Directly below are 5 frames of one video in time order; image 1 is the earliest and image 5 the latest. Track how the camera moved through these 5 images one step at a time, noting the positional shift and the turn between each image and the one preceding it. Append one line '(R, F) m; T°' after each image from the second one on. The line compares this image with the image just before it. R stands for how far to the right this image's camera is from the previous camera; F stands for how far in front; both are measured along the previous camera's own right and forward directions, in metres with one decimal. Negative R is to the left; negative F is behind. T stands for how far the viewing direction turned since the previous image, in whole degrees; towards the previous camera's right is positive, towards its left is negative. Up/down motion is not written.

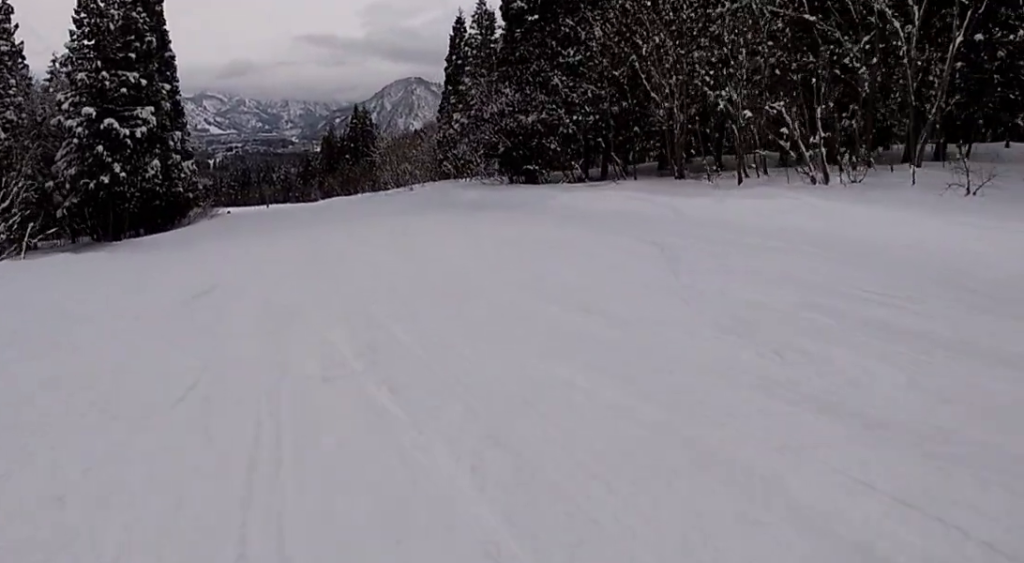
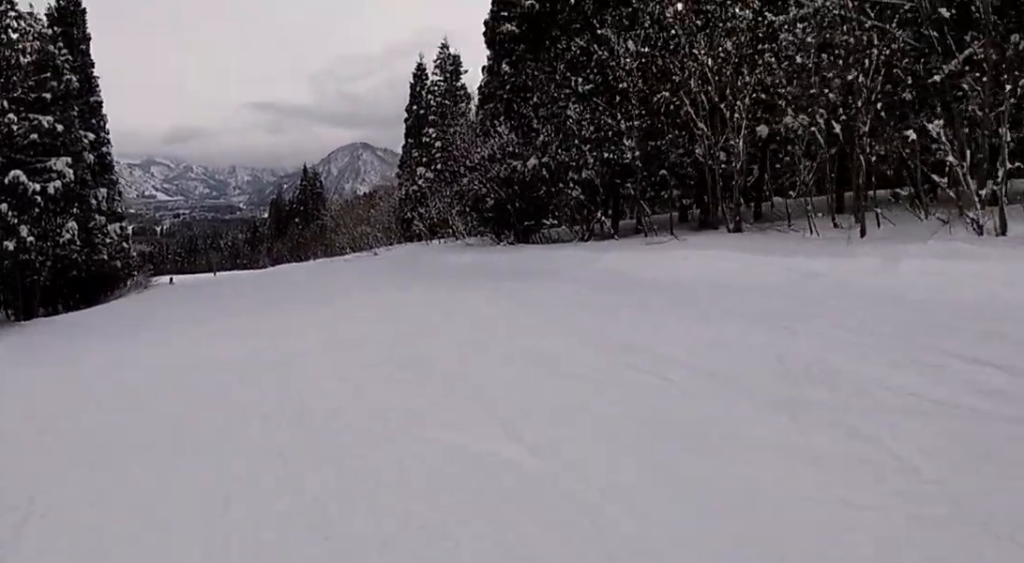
(0.0, +8.4) m; 0°
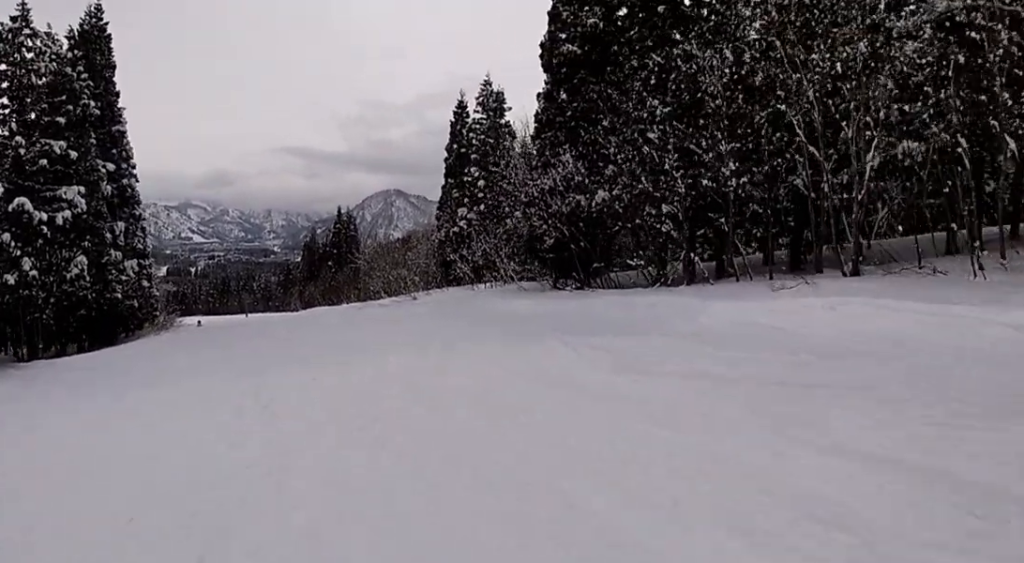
(0.0, +4.6) m; 0°
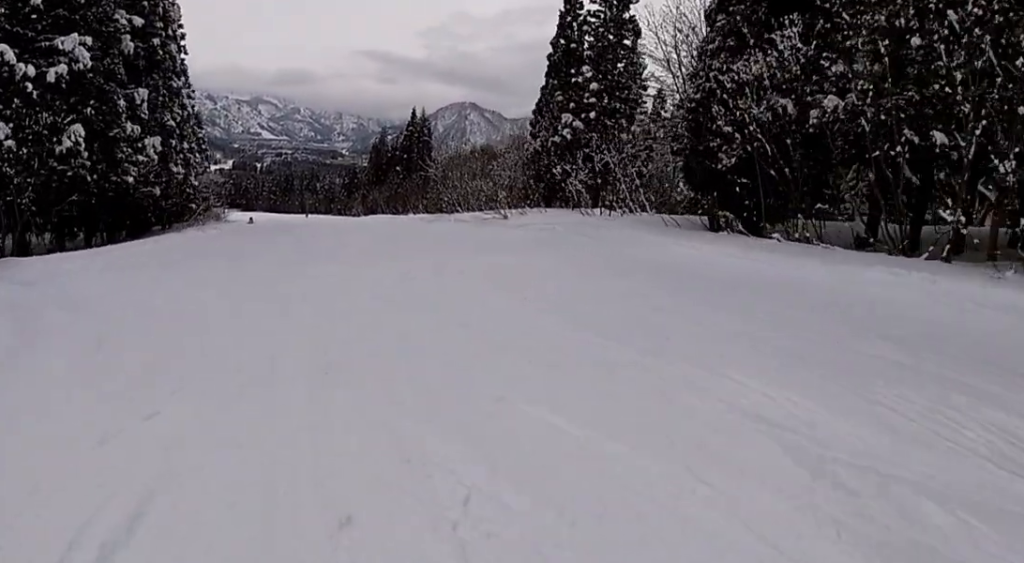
(0.0, +9.6) m; -7°
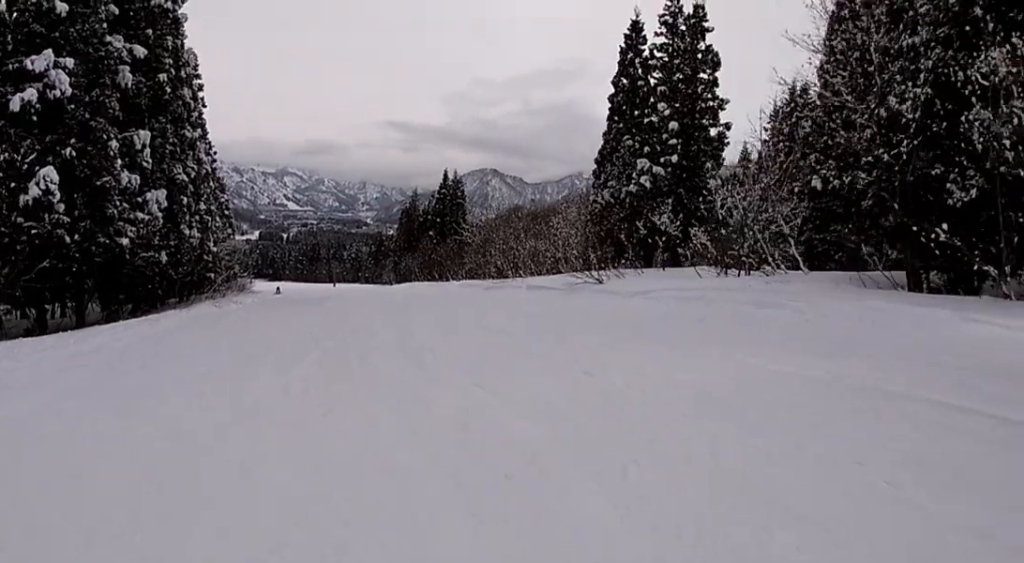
(-0.9, +7.4) m; -1°
